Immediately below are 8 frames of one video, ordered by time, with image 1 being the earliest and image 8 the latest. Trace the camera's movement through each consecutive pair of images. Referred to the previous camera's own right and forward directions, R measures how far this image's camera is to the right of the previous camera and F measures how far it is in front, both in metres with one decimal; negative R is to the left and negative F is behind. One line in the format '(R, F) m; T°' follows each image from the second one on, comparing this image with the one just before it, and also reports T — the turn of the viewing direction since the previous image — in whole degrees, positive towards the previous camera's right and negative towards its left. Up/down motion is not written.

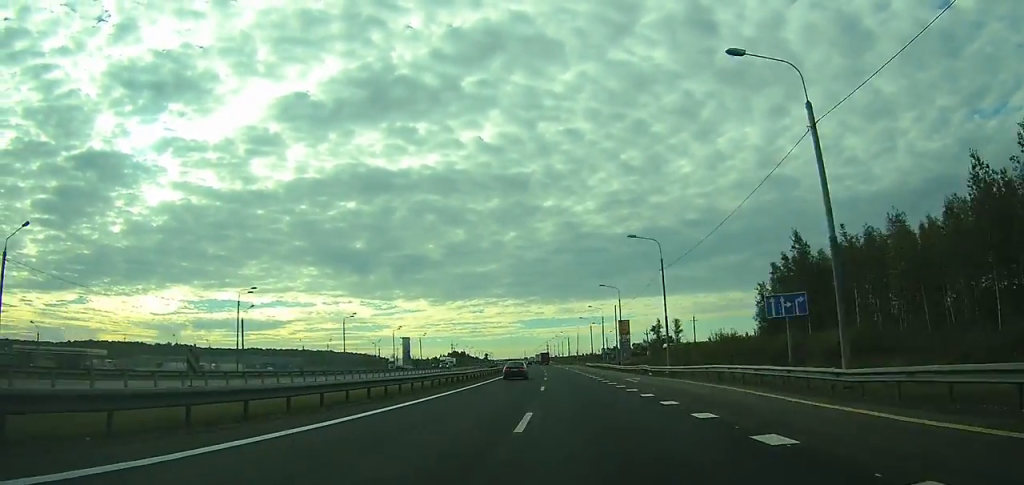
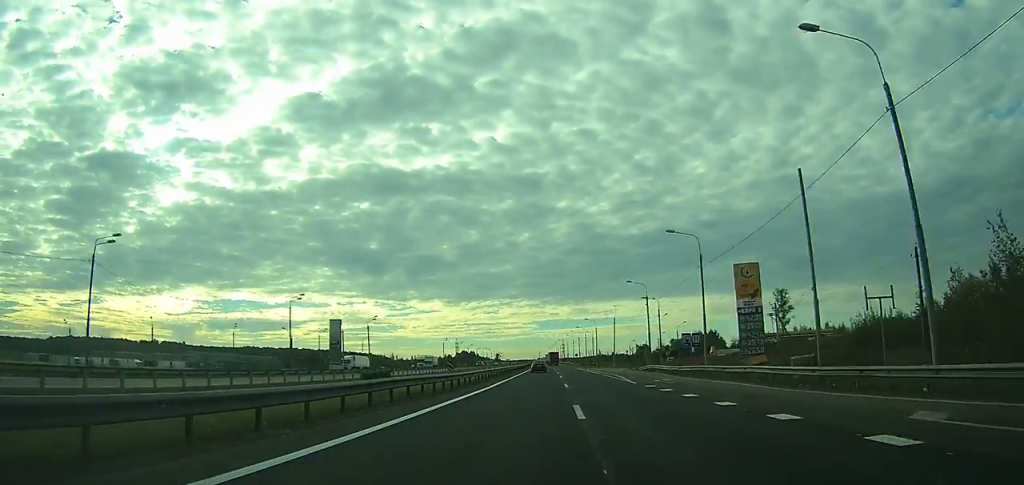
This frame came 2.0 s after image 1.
(-0.9, +60.7) m; -1°
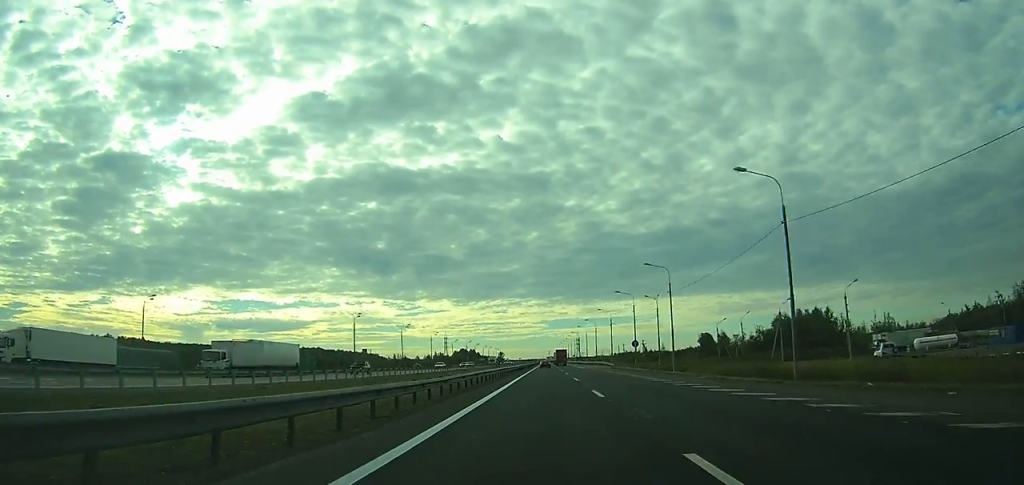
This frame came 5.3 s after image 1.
(-1.6, +104.6) m; -2°
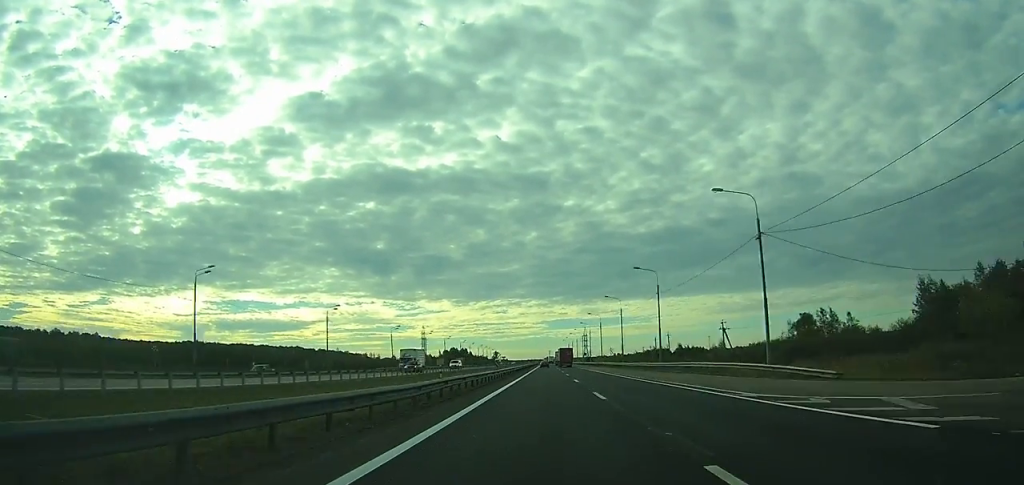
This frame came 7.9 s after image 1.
(-0.5, +88.2) m; 0°
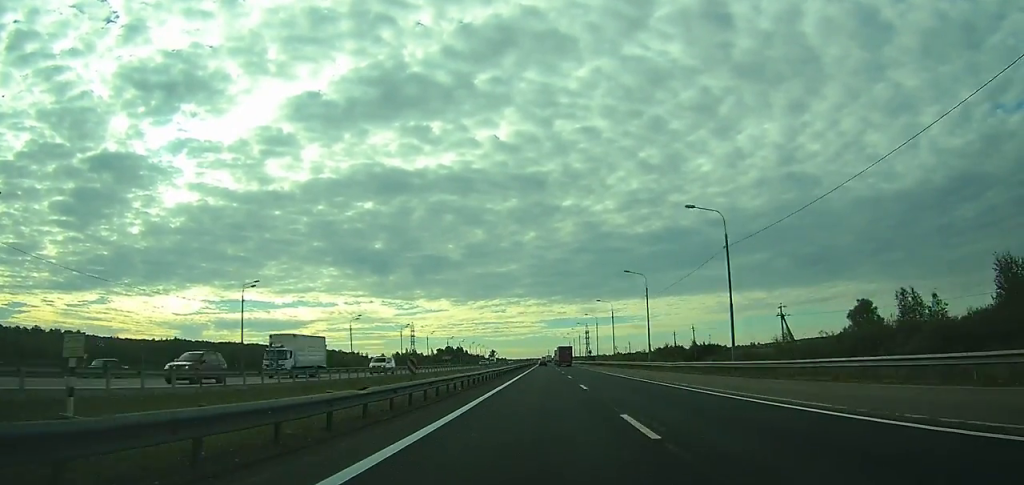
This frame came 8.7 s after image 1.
(0.0, +27.4) m; 0°
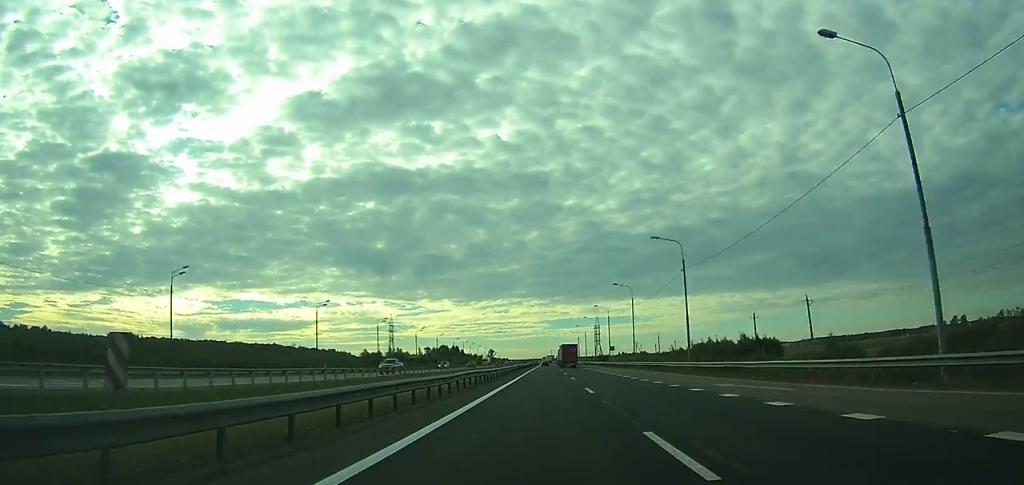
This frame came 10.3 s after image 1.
(-0.1, +53.6) m; 0°
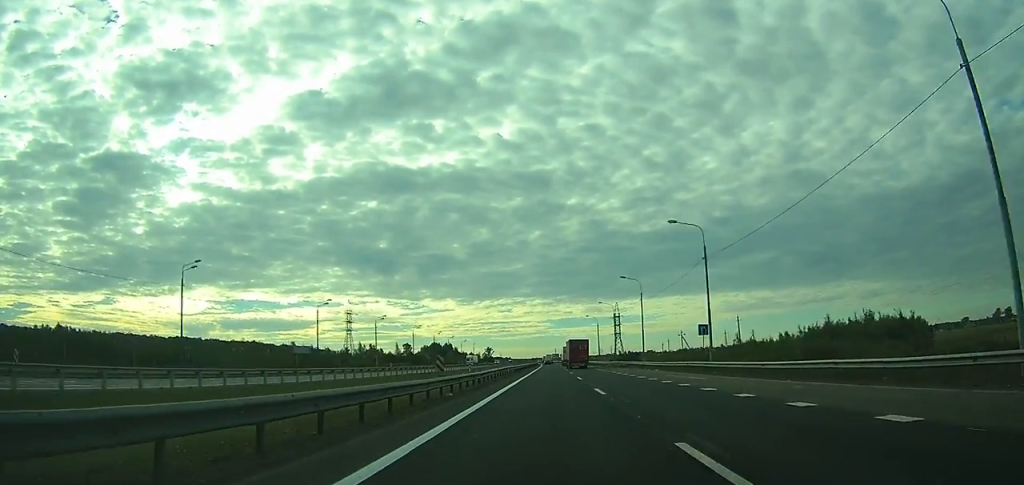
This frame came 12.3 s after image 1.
(-0.1, +65.1) m; 0°
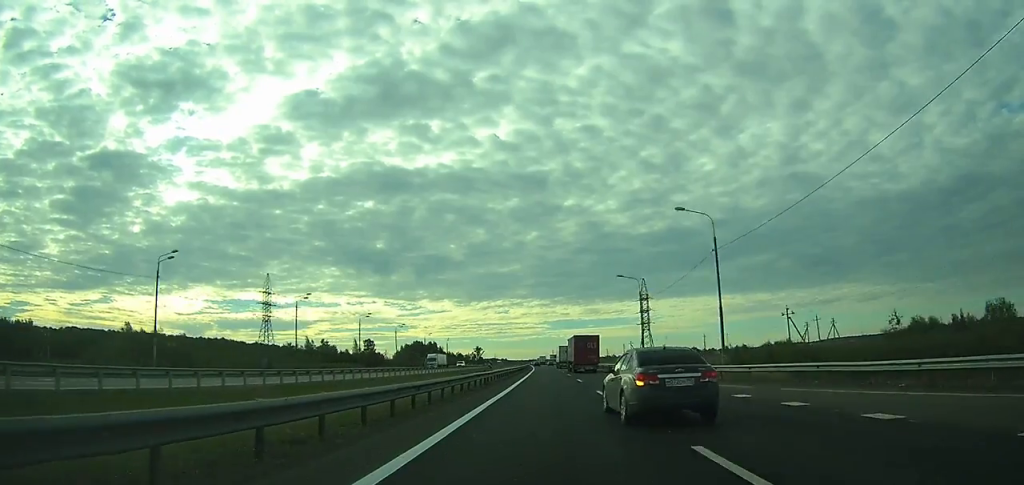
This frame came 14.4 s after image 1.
(-0.1, +62.1) m; 0°
